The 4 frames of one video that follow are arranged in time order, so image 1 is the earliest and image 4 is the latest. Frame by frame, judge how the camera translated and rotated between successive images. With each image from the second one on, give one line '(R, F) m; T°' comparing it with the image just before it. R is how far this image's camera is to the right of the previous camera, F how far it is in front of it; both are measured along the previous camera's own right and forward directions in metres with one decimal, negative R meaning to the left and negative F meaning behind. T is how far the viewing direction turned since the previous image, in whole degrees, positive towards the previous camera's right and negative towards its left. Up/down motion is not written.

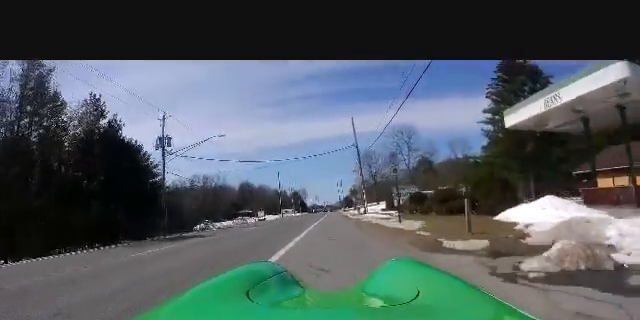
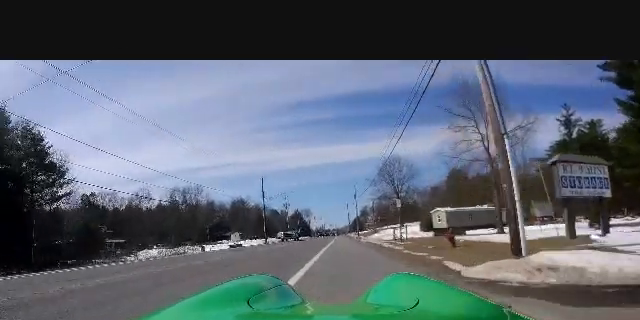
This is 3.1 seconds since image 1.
(+0.6, +32.1) m; -3°
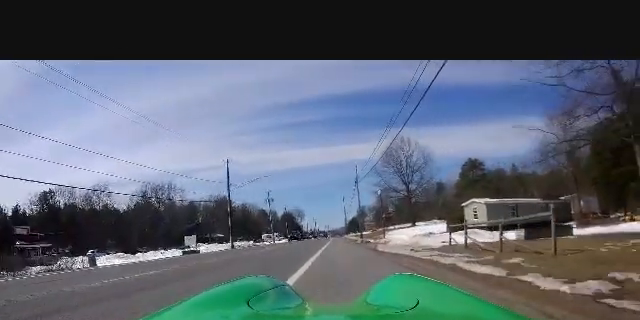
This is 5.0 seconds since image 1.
(-0.3, +19.3) m; +1°
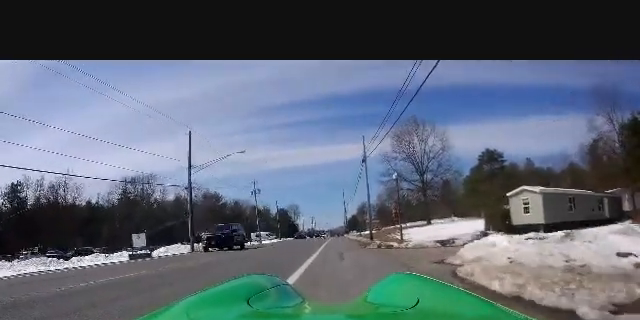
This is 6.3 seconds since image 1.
(+0.2, +13.3) m; +2°
